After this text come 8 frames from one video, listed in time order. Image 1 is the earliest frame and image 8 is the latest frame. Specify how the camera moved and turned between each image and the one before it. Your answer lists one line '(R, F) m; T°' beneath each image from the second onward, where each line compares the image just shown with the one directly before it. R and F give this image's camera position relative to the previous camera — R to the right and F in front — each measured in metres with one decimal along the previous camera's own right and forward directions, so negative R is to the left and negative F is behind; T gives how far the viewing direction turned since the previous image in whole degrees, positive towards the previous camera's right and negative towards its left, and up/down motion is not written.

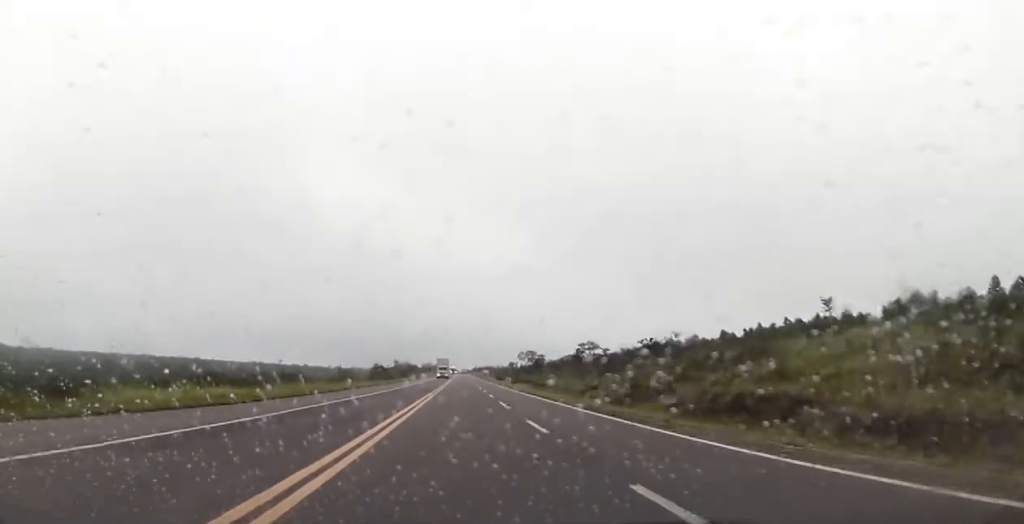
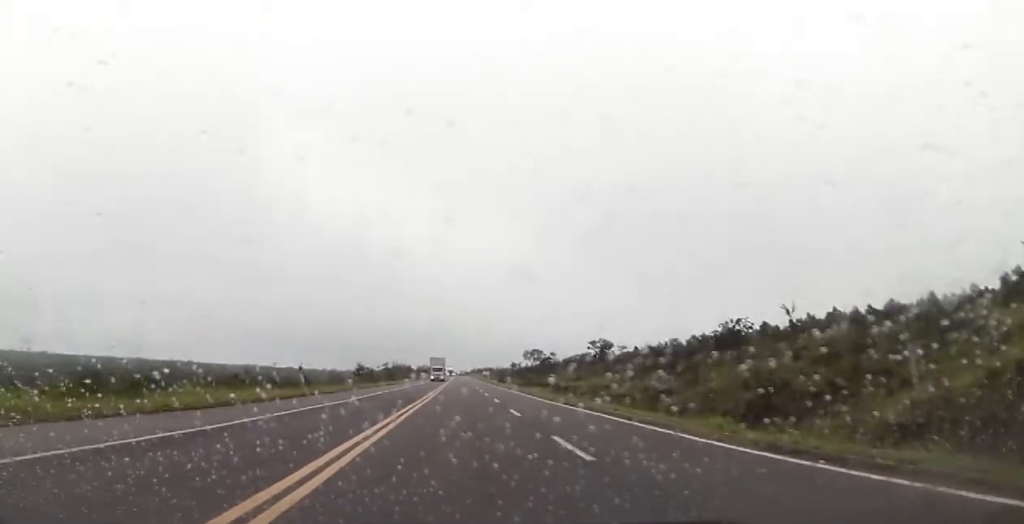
(+0.1, +17.2) m; 0°
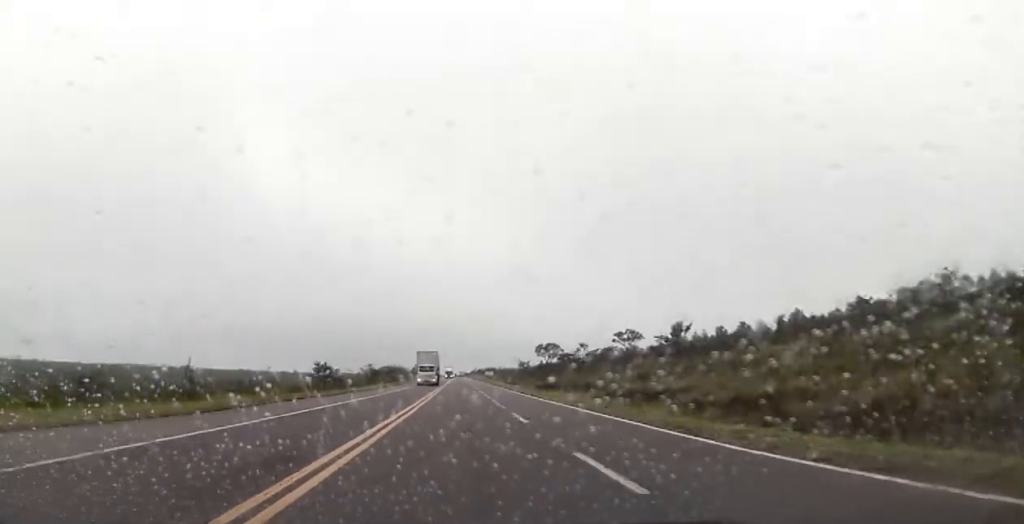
(-0.3, +26.8) m; -1°
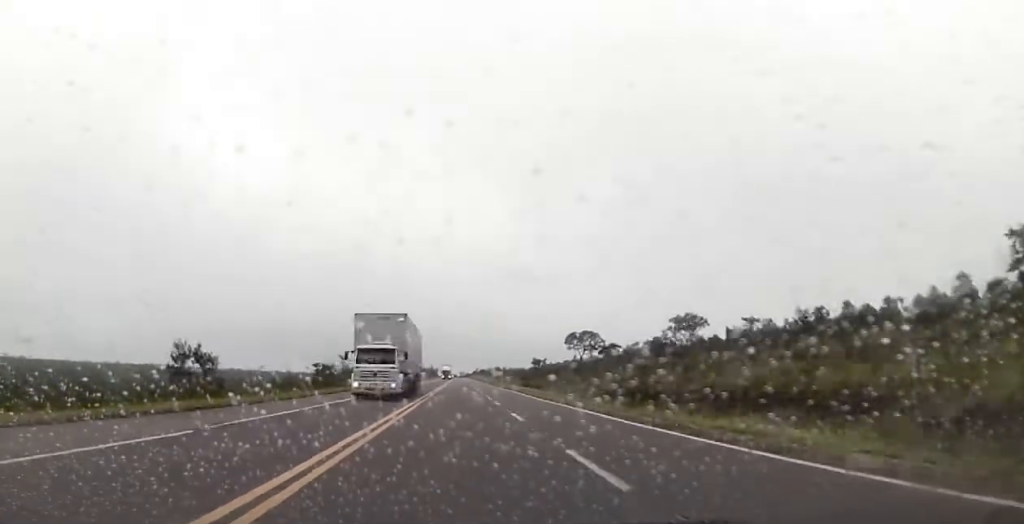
(-0.3, +34.9) m; -1°
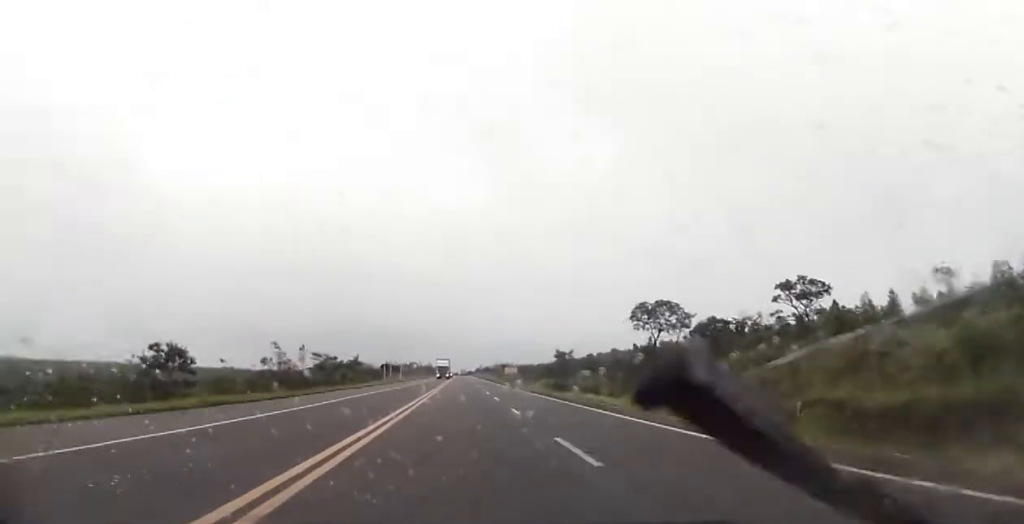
(0.0, +33.6) m; 0°
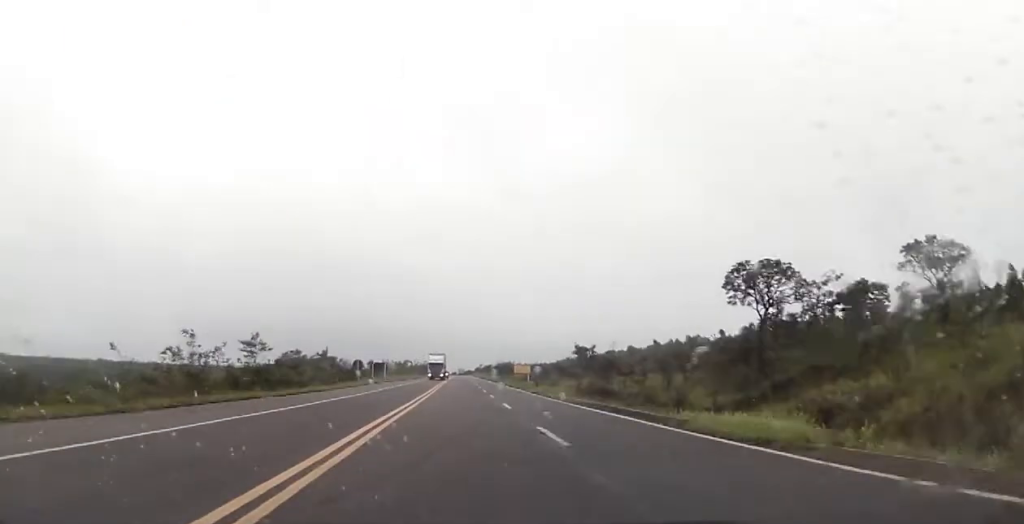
(-0.1, +20.9) m; +1°
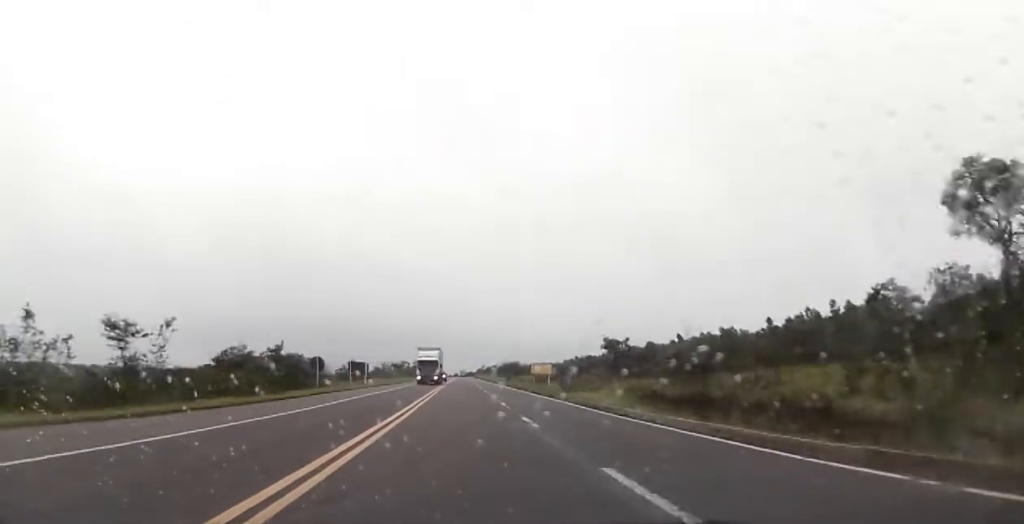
(+0.2, +18.7) m; 0°
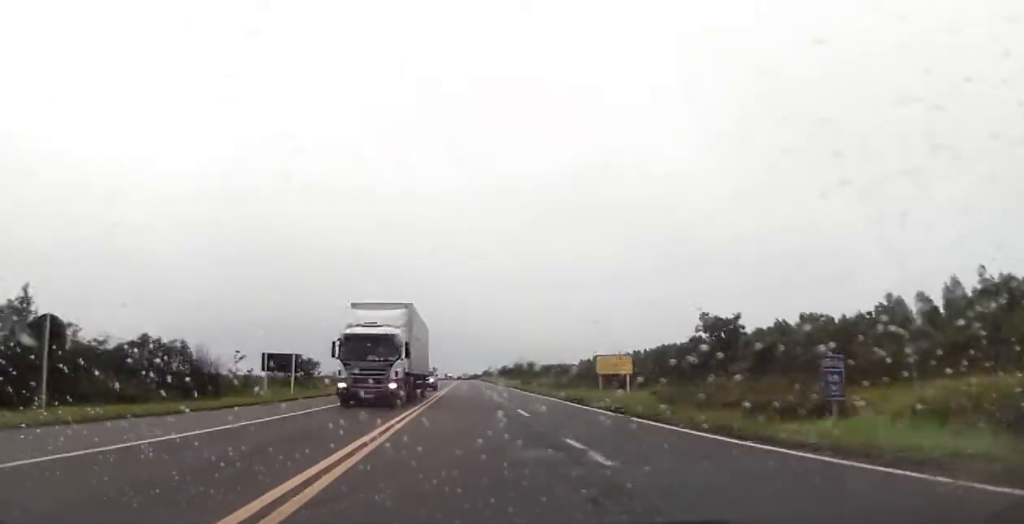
(+0.1, +31.1) m; -1°
